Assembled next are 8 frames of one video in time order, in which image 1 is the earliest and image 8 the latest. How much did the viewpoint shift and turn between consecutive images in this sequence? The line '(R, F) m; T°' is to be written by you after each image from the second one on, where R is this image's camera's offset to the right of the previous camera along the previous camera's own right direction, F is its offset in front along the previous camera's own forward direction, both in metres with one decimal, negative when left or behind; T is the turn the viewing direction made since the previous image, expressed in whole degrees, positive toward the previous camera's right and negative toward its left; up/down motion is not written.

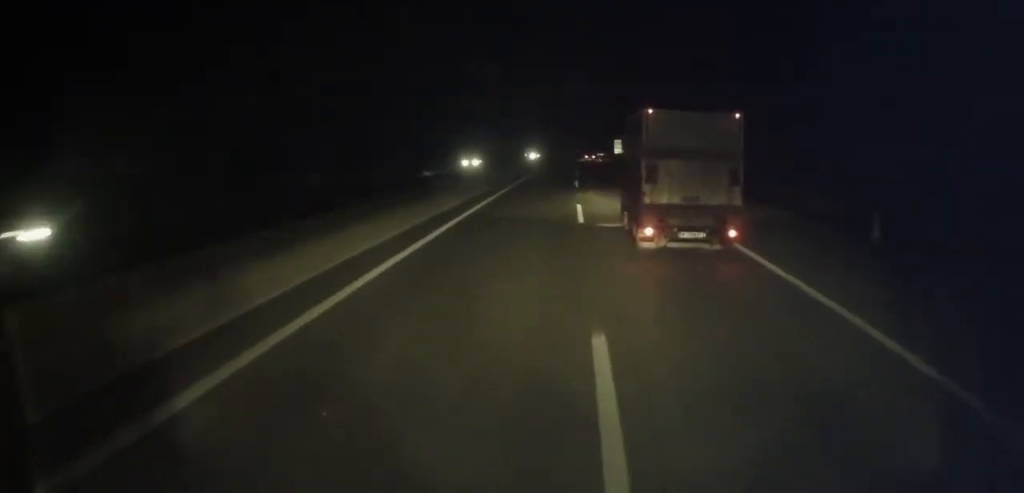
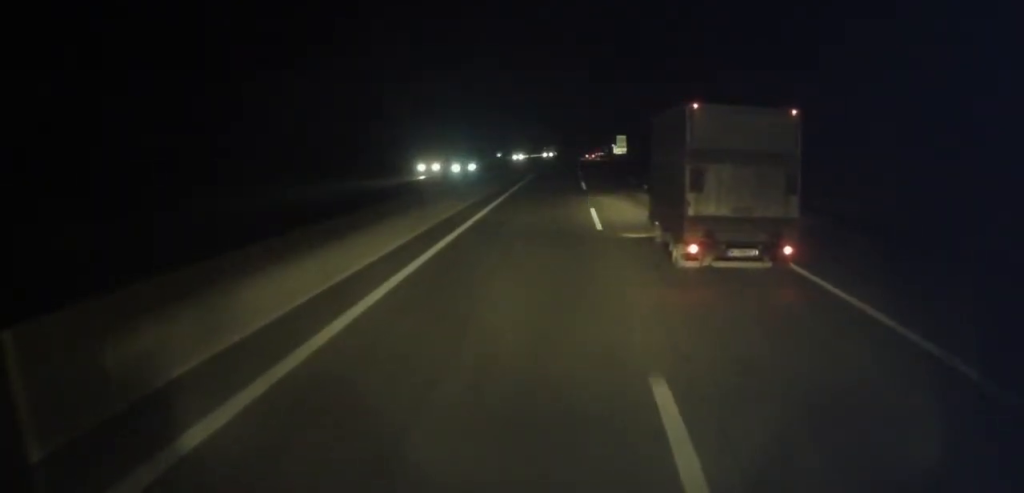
(+1.1, +54.6) m; +1°
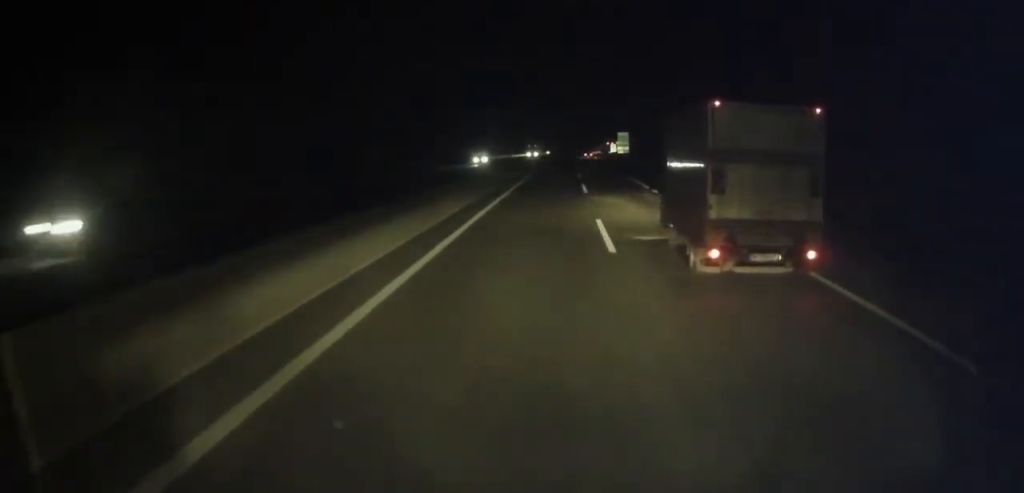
(-0.1, +21.3) m; 0°
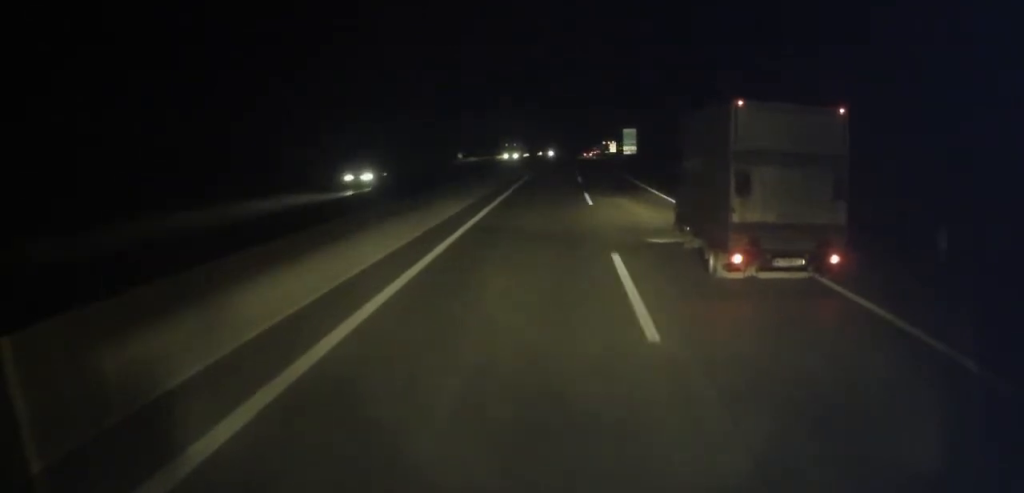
(0.0, +23.1) m; +2°
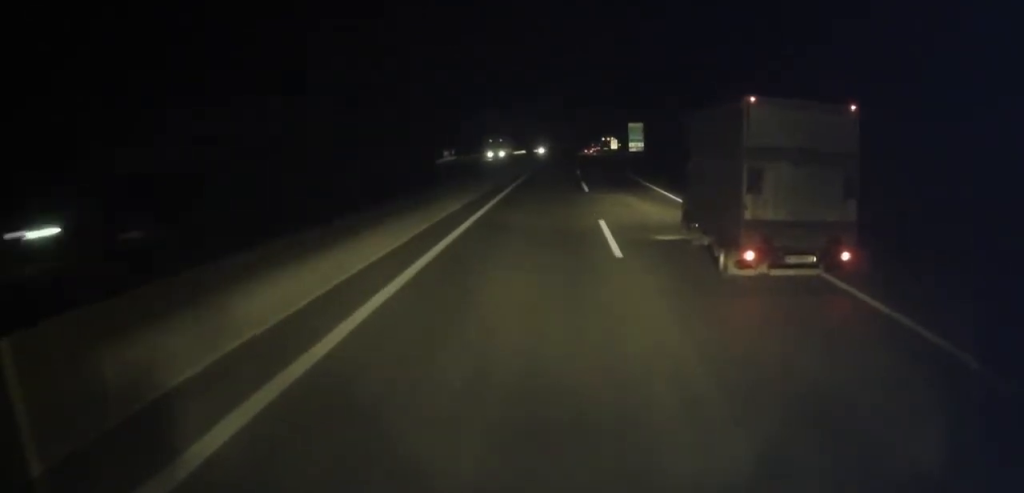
(+0.2, +11.7) m; +1°
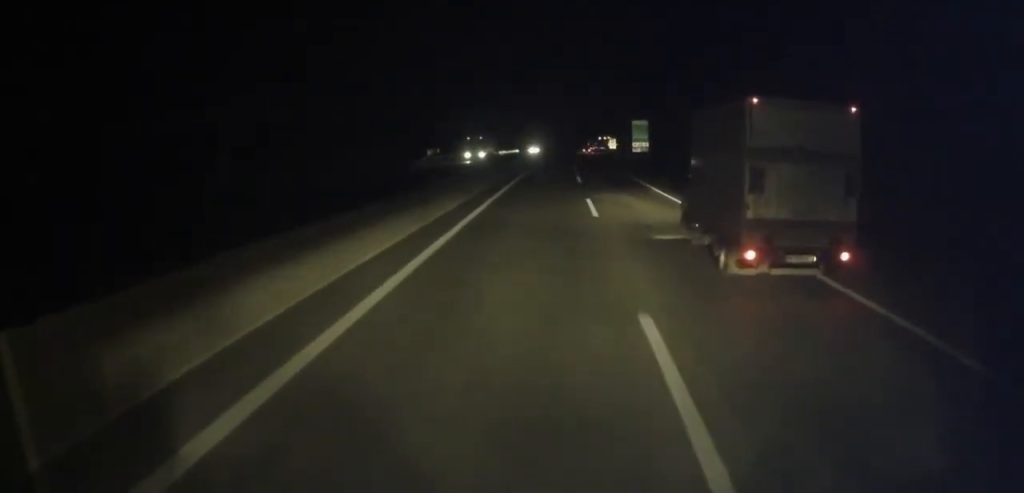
(+0.3, +10.1) m; 0°
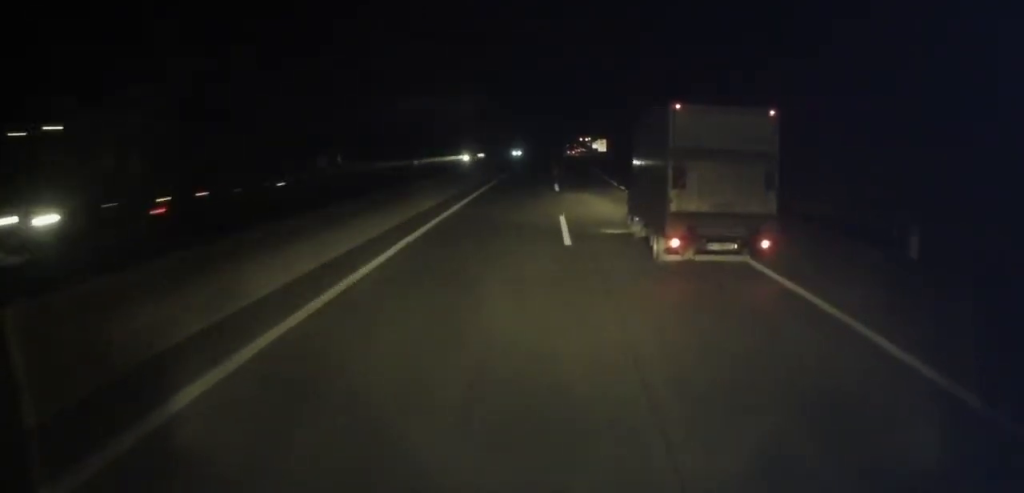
(-0.6, +36.9) m; 0°
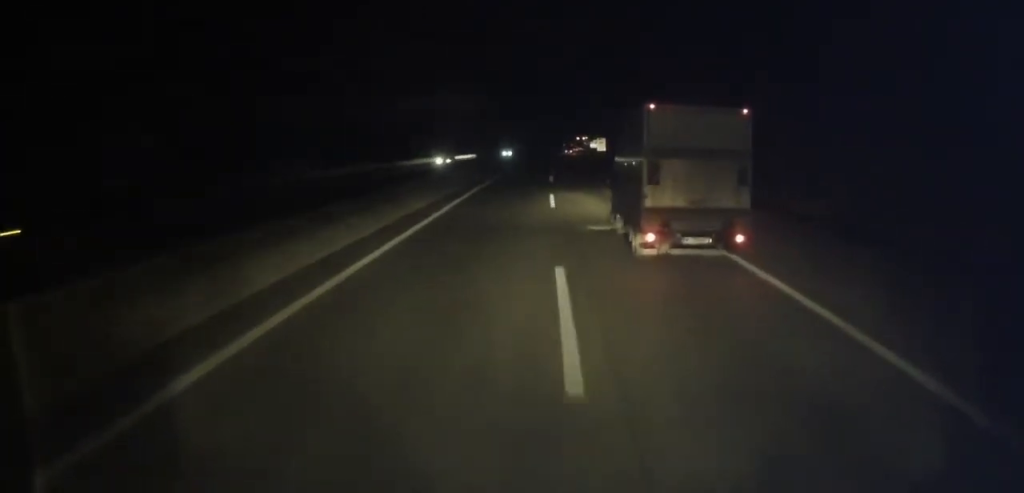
(-0.1, +8.2) m; +1°
